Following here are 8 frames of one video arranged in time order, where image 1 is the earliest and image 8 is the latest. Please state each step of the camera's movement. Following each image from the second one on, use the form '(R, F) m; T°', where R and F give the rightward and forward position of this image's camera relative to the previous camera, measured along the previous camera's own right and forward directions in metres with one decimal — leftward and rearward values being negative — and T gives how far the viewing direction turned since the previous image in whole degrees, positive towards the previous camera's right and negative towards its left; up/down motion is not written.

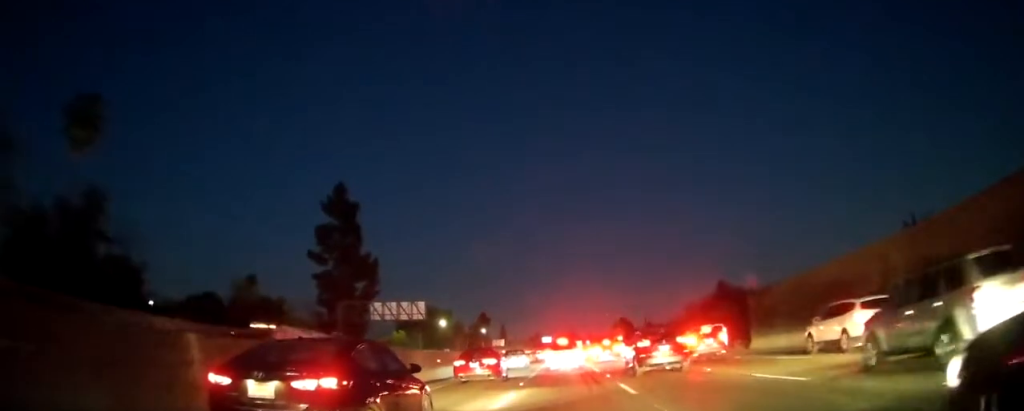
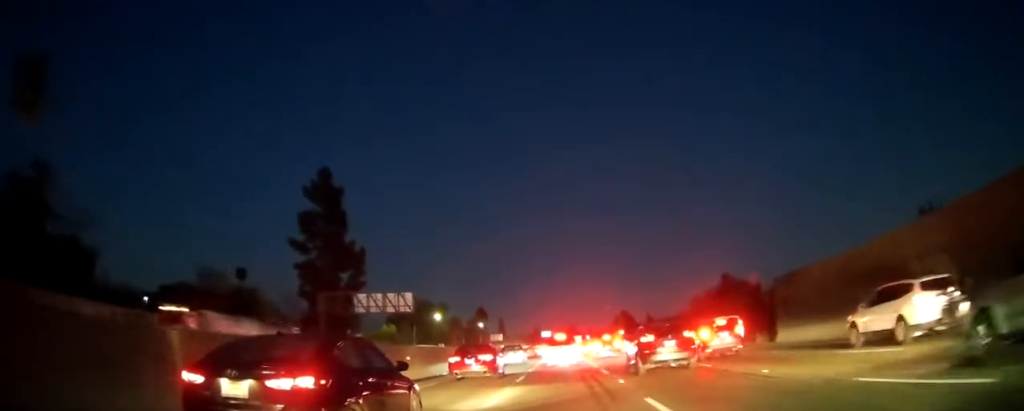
(0.0, +6.5) m; +1°
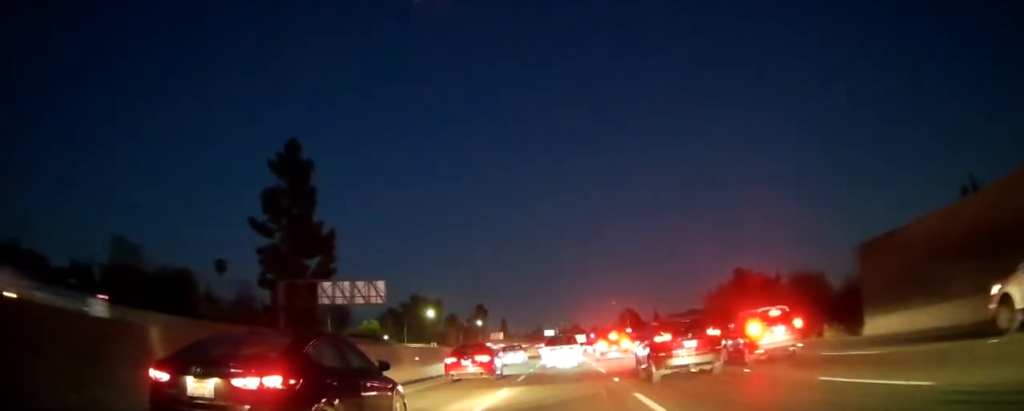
(+0.2, +13.1) m; 0°
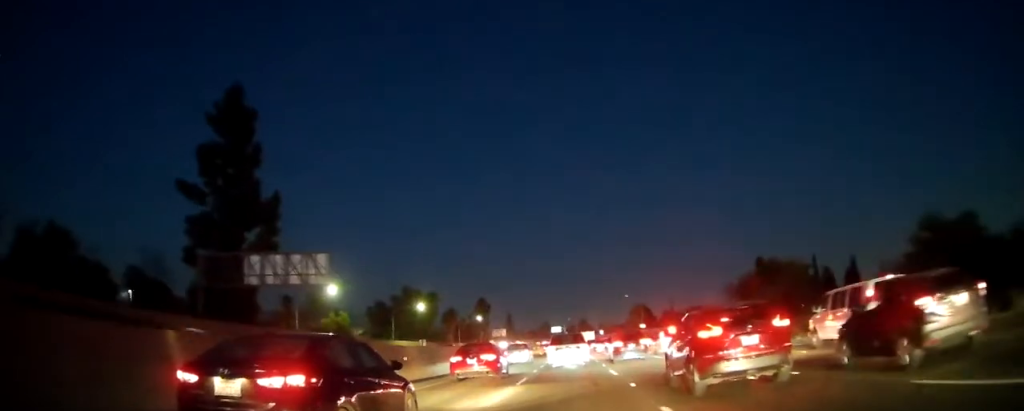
(-0.2, +18.2) m; -1°
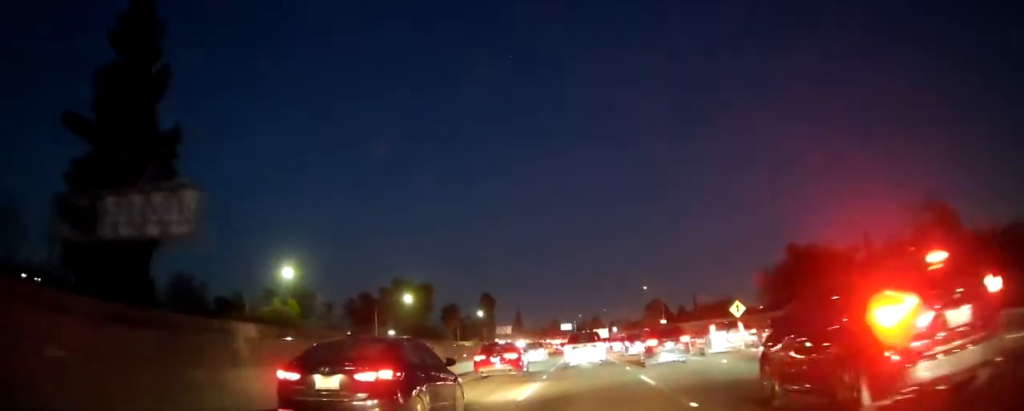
(-0.3, +21.1) m; -1°
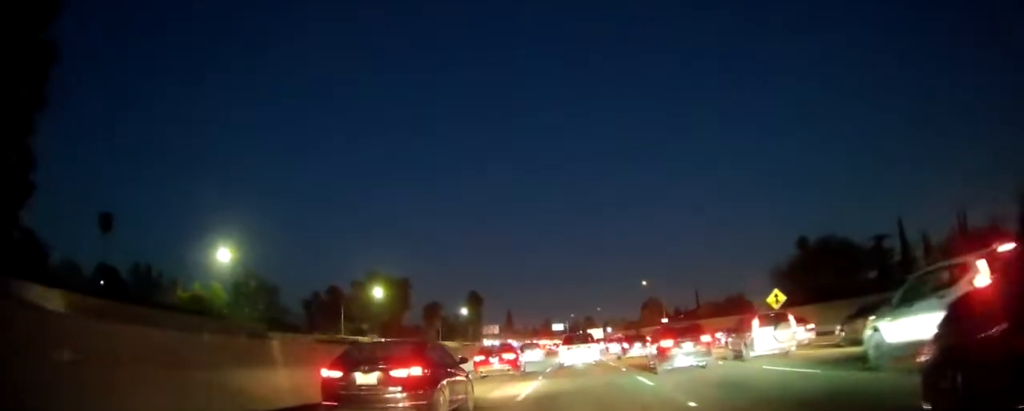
(+0.2, +14.8) m; +1°
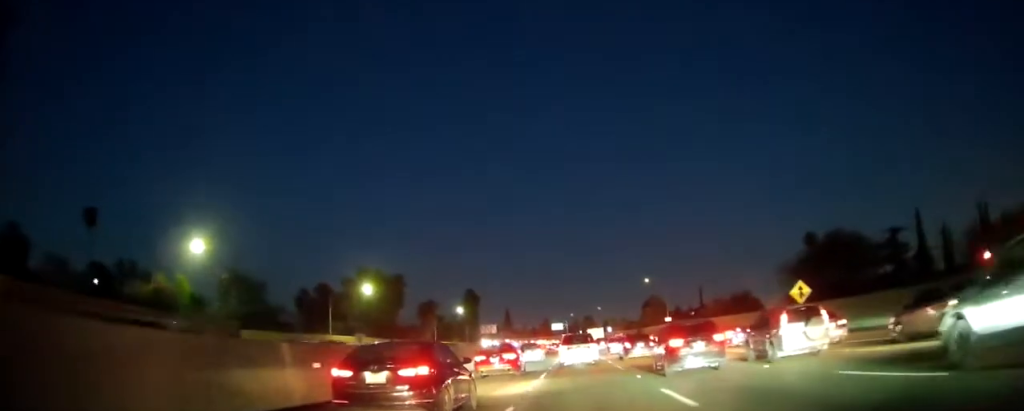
(0.0, +5.4) m; 0°
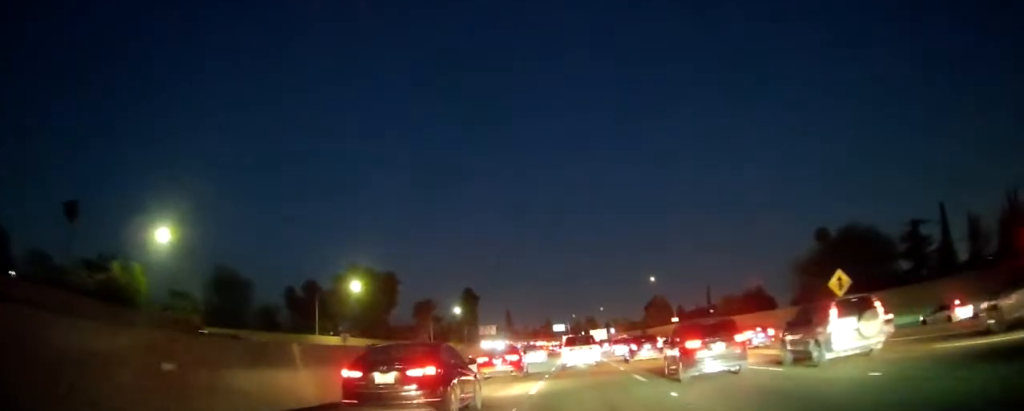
(0.0, +6.7) m; 0°
